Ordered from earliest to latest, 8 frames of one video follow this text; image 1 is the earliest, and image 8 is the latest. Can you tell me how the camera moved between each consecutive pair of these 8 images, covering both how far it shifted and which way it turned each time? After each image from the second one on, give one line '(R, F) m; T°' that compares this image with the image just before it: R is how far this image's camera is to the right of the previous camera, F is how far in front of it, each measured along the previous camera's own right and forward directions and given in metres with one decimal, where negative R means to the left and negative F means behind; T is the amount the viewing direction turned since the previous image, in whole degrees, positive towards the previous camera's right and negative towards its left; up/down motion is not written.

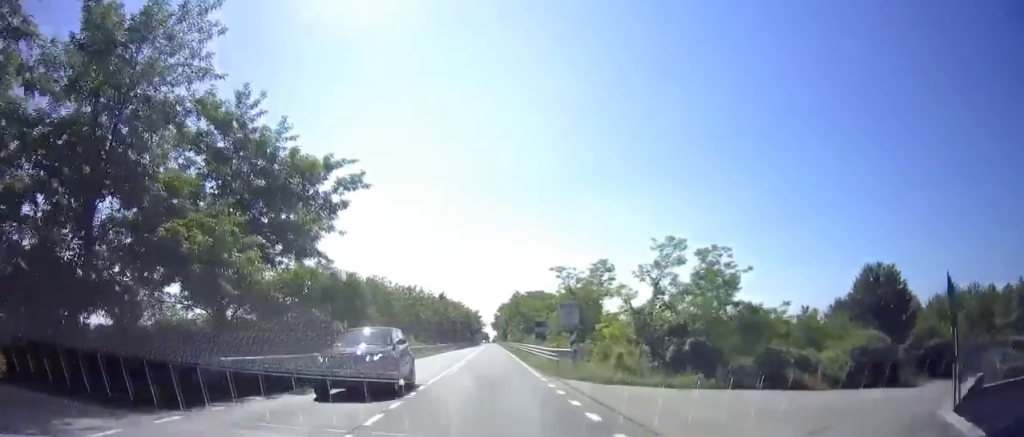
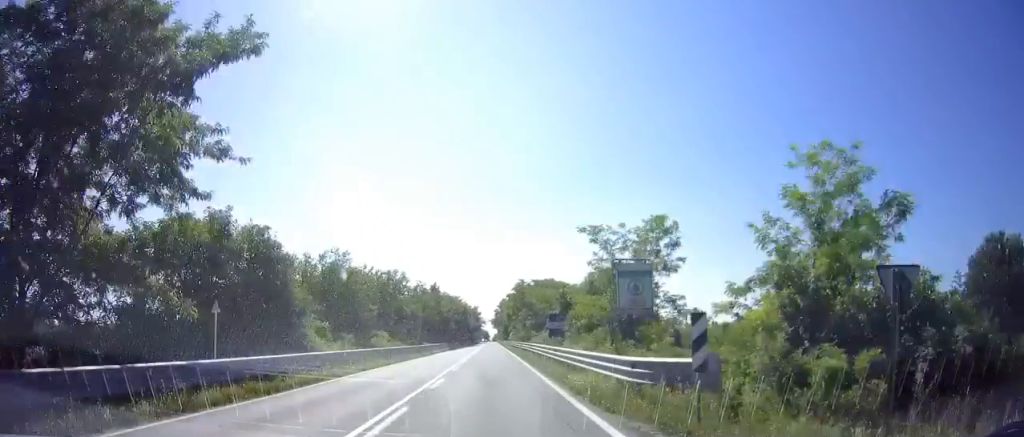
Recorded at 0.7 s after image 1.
(-0.3, +13.1) m; 0°
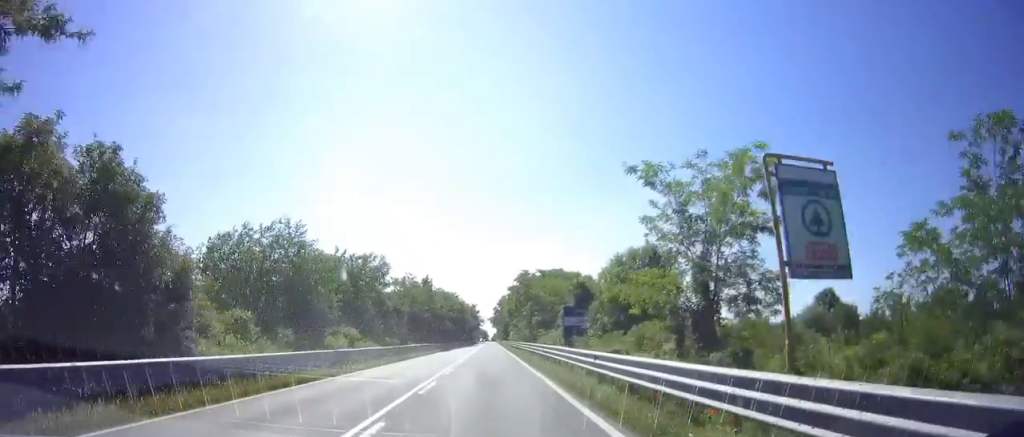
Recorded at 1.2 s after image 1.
(+0.1, +8.7) m; 0°
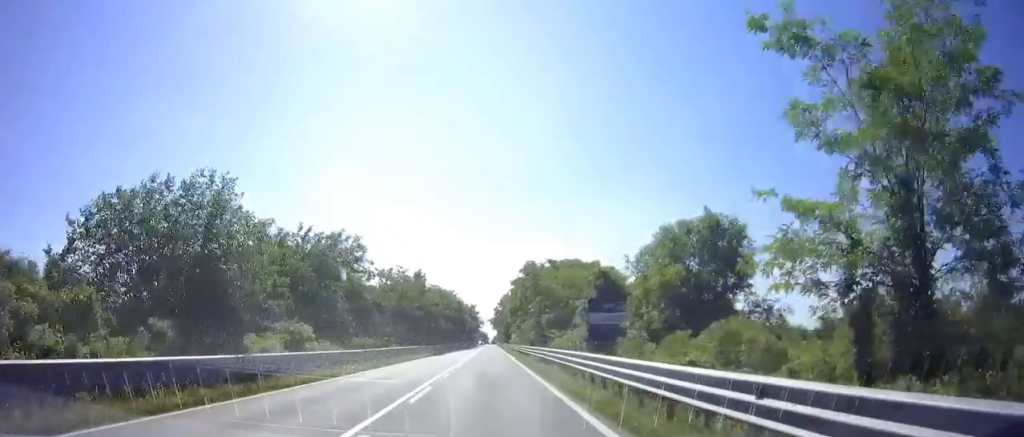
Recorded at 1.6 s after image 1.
(+0.2, +8.1) m; 0°
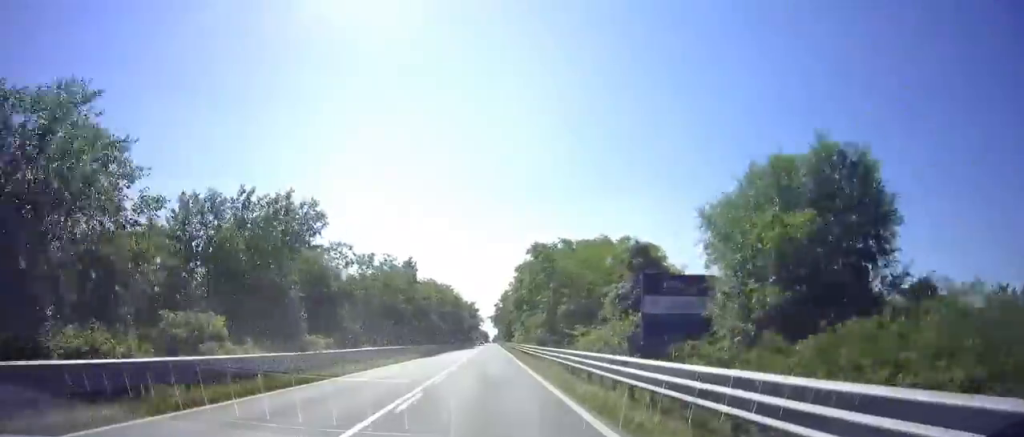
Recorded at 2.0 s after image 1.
(0.0, +8.1) m; 0°
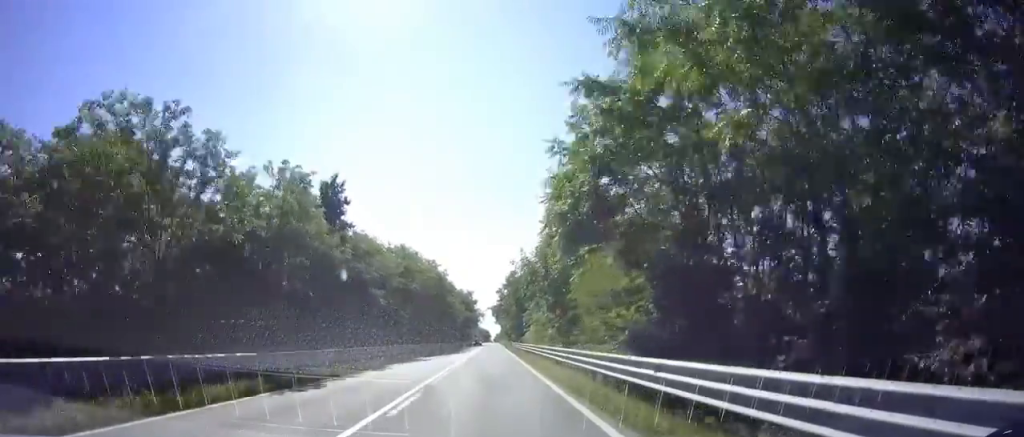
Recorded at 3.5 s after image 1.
(-0.1, +28.4) m; +1°
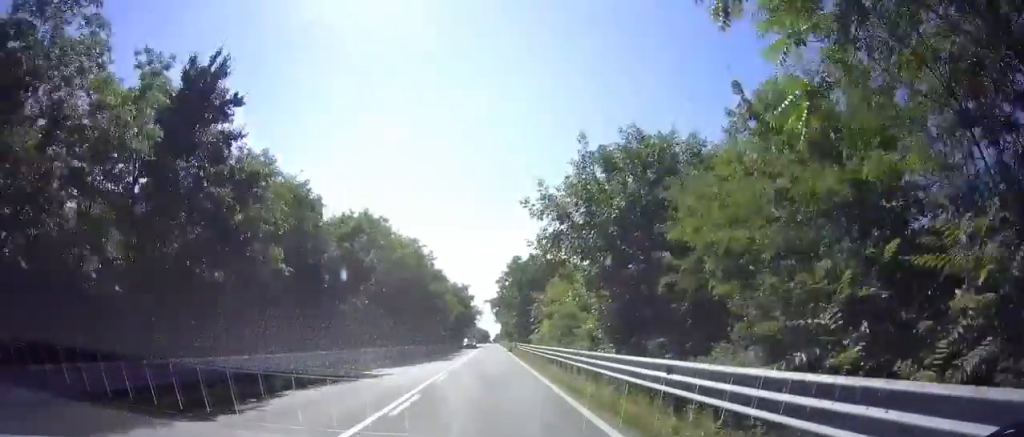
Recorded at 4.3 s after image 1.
(+0.1, +13.9) m; 0°
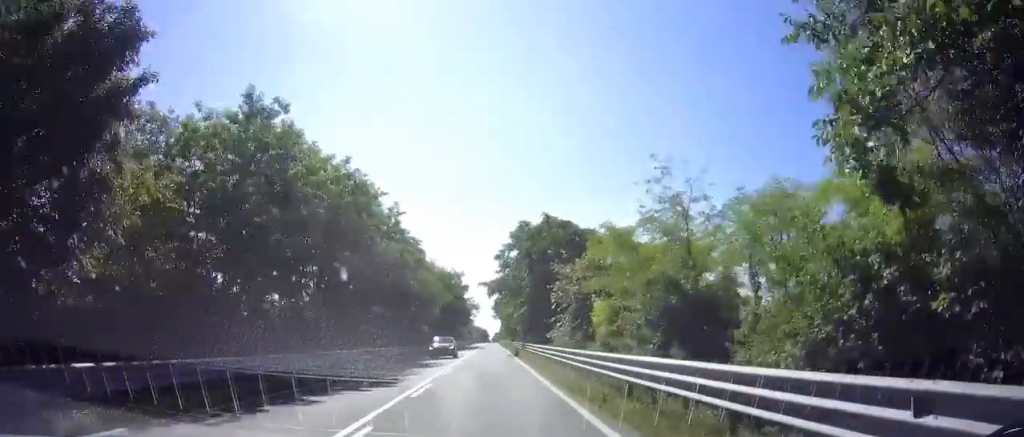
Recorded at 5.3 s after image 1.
(0.0, +19.6) m; 0°
